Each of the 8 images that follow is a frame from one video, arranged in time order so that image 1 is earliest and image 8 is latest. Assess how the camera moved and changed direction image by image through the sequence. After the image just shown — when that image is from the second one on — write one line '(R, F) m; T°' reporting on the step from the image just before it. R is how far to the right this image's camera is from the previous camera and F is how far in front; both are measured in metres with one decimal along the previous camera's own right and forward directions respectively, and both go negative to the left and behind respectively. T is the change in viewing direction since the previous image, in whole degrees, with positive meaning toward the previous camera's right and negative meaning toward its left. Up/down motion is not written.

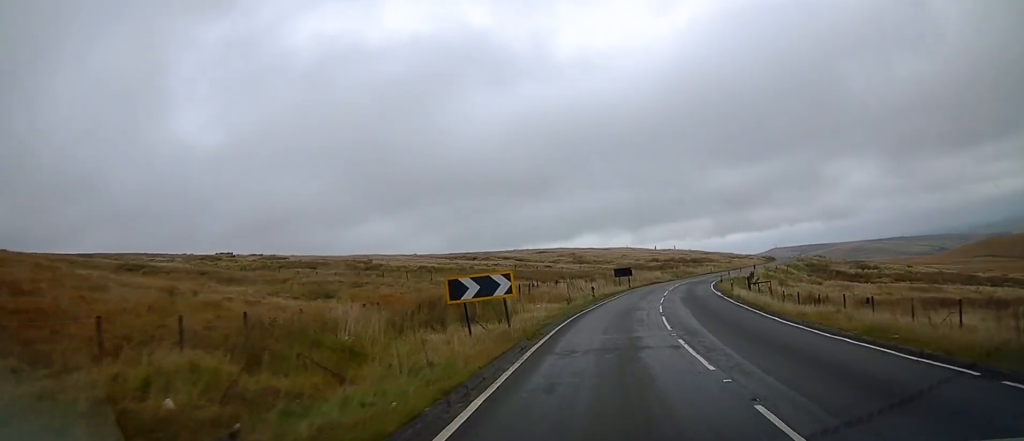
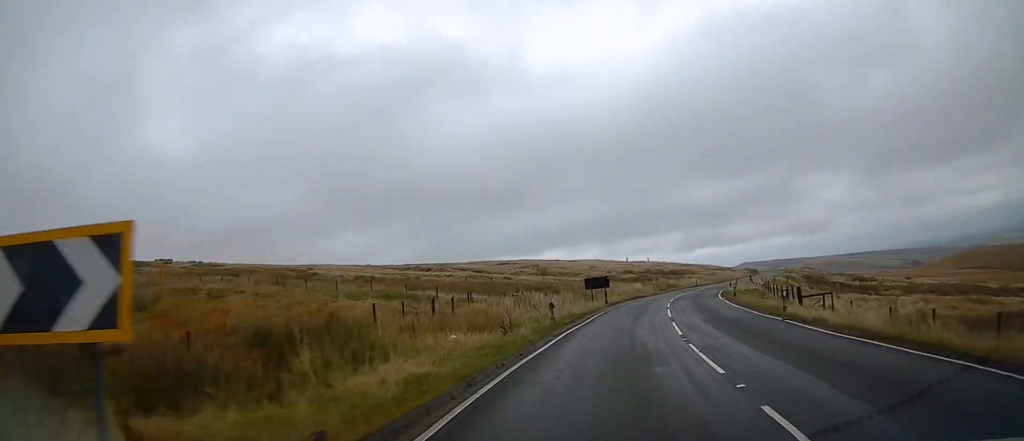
(+0.4, +13.2) m; +3°
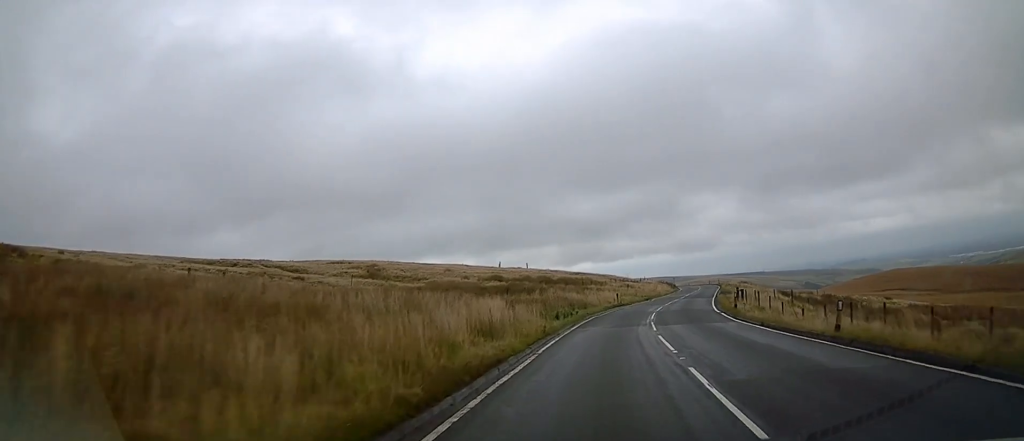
(+3.4, +35.5) m; +11°
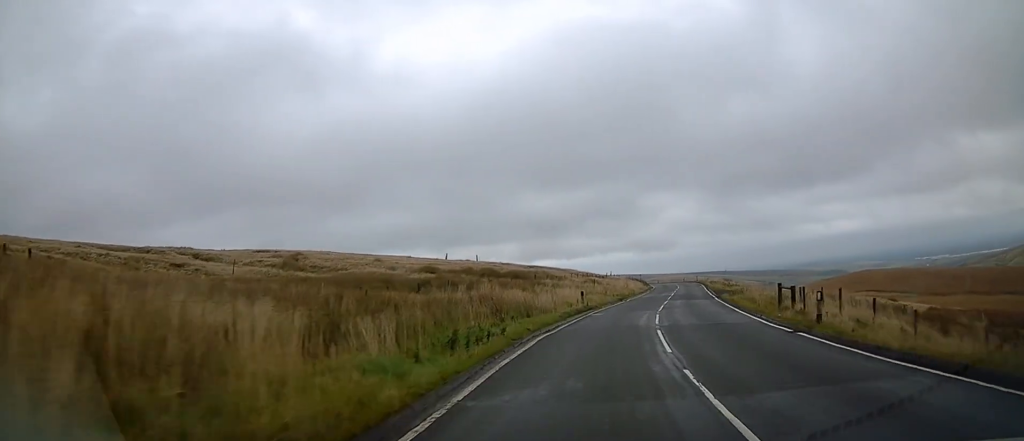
(+0.5, +13.6) m; +5°
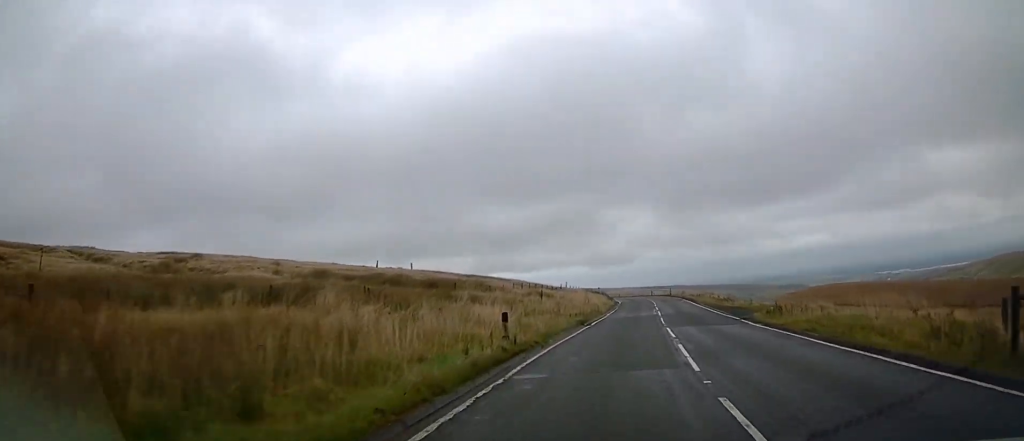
(+0.6, +14.7) m; +5°
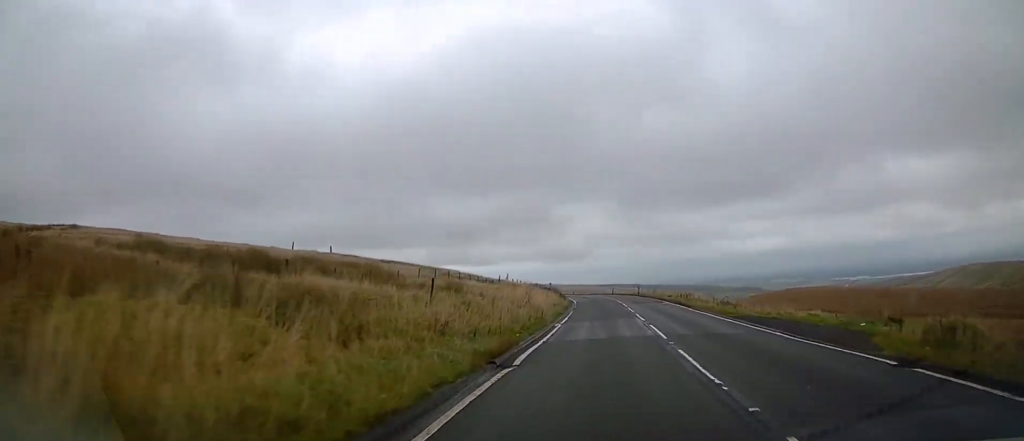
(+0.6, +14.5) m; +4°
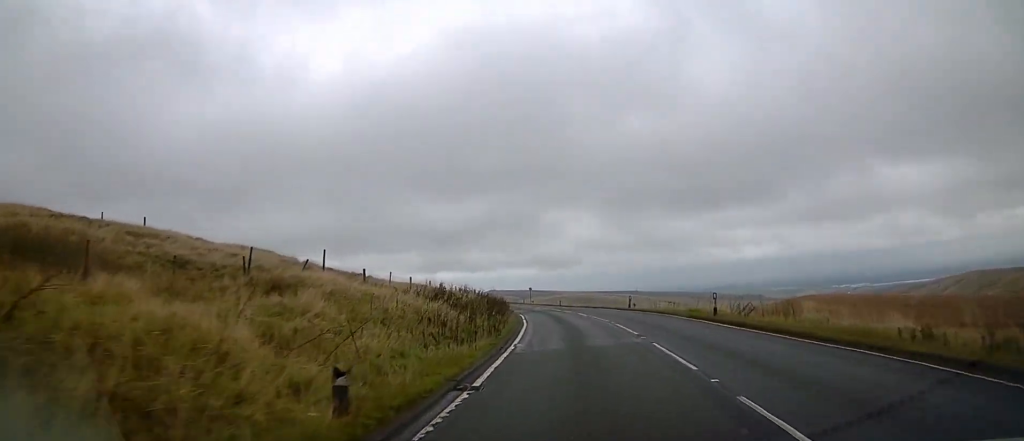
(+1.7, +37.8) m; +2°
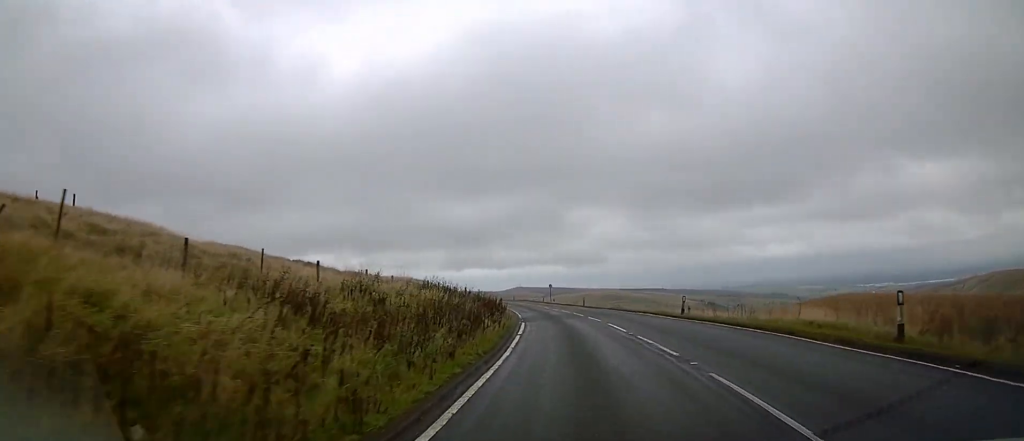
(-0.1, +11.6) m; -2°
